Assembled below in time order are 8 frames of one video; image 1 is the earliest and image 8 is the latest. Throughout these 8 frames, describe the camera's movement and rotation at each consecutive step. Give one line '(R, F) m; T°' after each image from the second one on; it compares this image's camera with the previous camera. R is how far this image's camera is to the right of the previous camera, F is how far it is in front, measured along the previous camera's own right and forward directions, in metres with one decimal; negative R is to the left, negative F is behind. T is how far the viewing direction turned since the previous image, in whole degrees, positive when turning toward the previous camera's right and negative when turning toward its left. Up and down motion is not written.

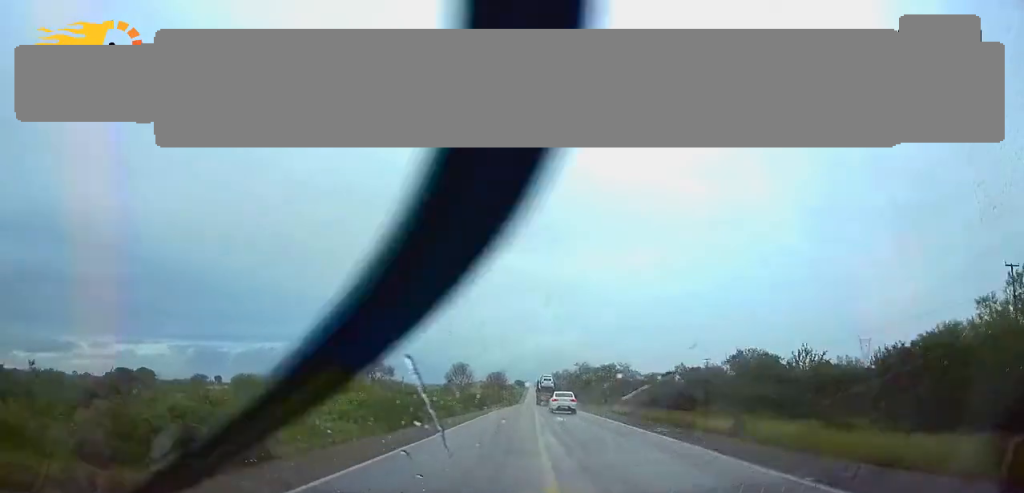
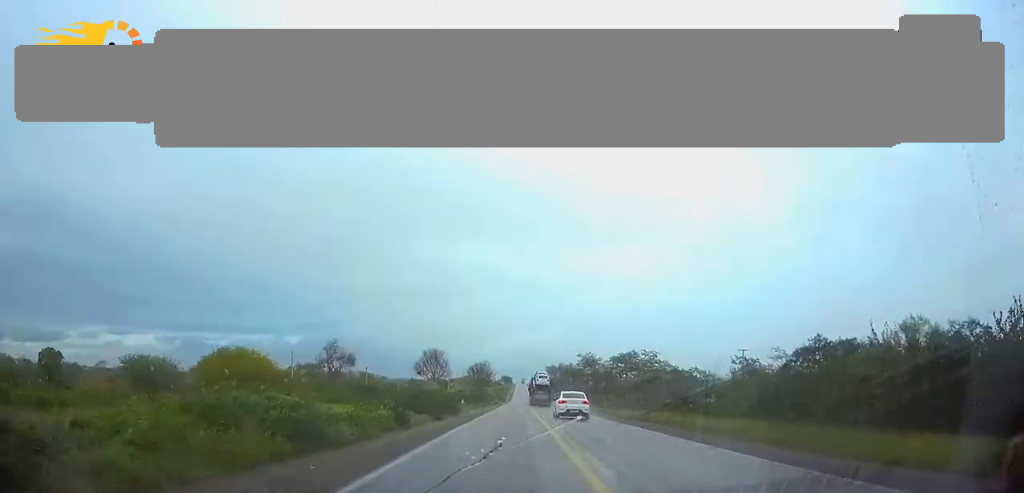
(0.0, +28.7) m; 0°
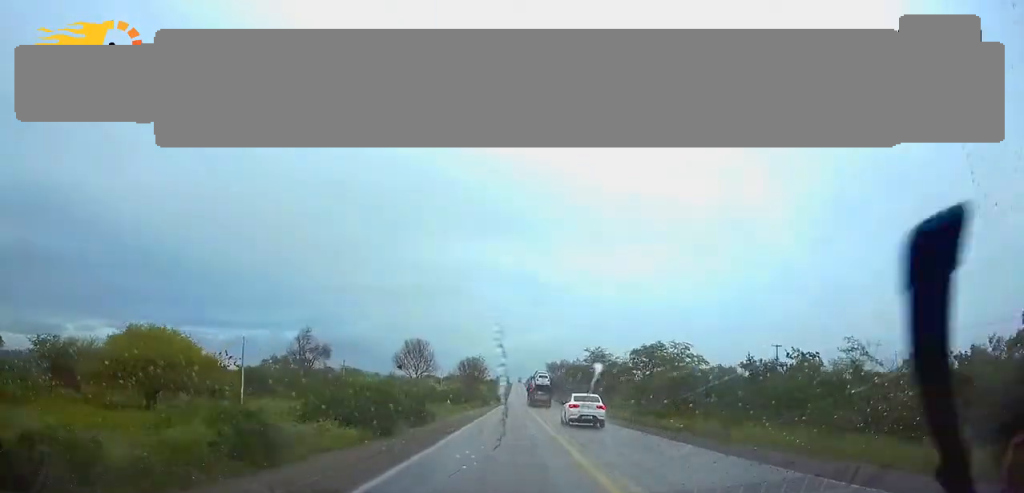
(+0.1, +16.2) m; 0°
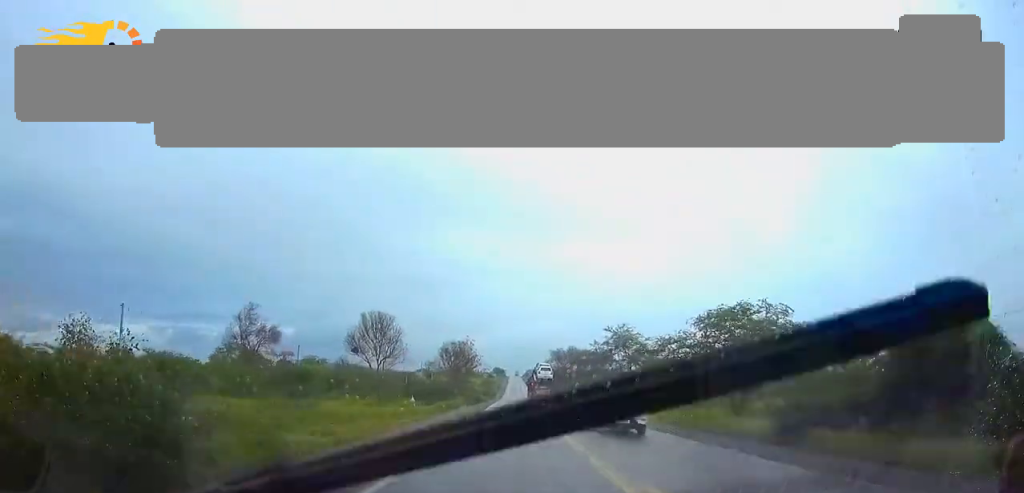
(+0.1, +25.1) m; 0°
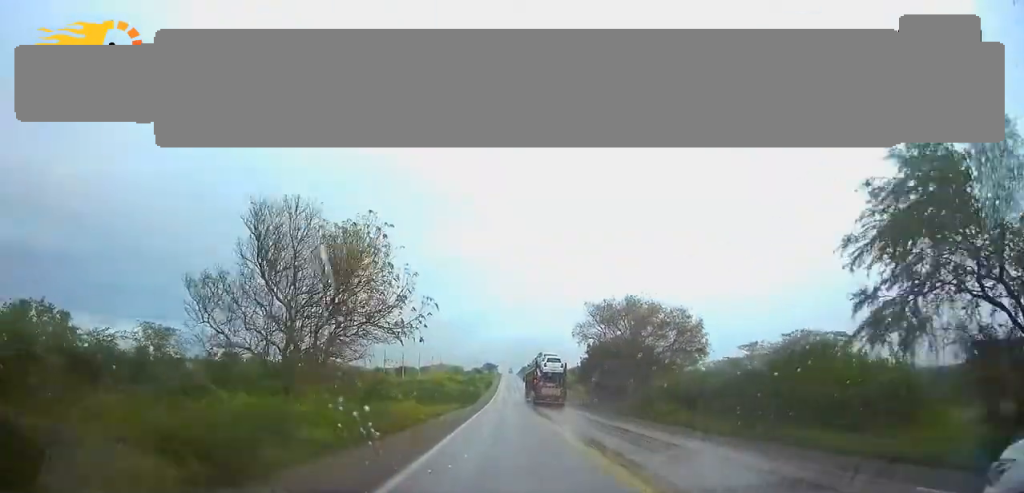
(+0.3, +63.8) m; 0°
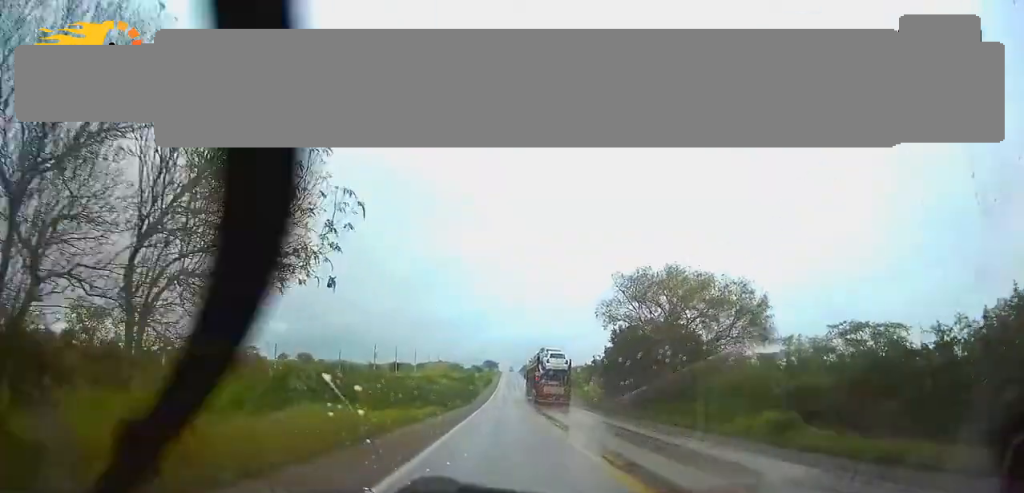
(0.0, +14.7) m; 0°
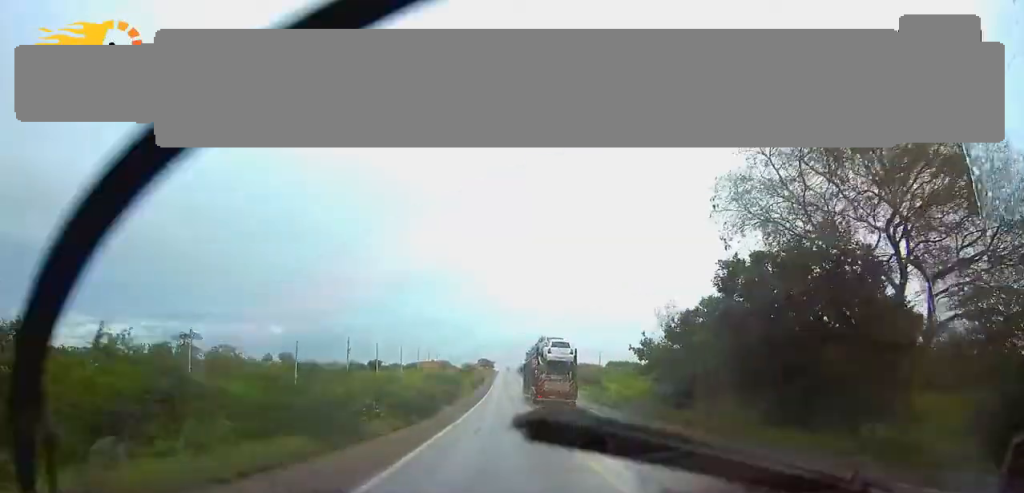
(+0.1, +26.2) m; 0°
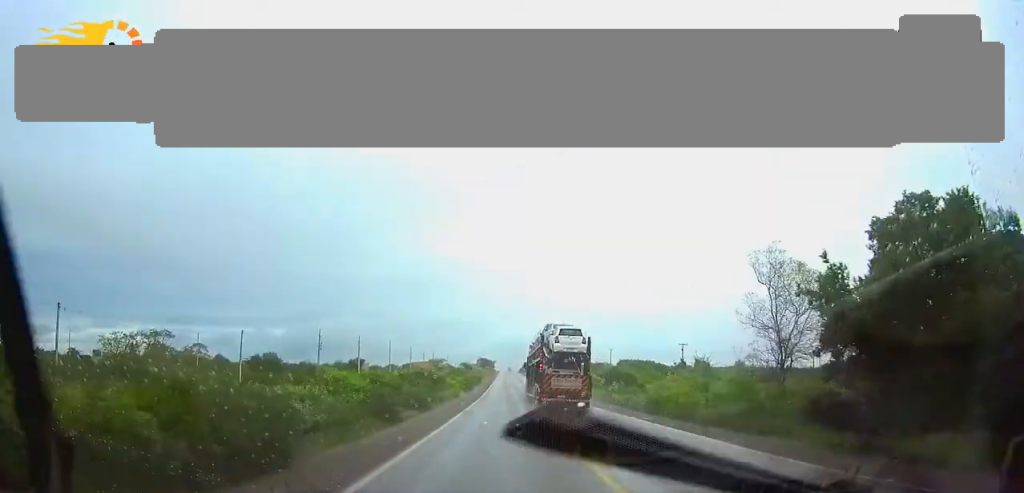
(+0.1, +23.9) m; 0°
